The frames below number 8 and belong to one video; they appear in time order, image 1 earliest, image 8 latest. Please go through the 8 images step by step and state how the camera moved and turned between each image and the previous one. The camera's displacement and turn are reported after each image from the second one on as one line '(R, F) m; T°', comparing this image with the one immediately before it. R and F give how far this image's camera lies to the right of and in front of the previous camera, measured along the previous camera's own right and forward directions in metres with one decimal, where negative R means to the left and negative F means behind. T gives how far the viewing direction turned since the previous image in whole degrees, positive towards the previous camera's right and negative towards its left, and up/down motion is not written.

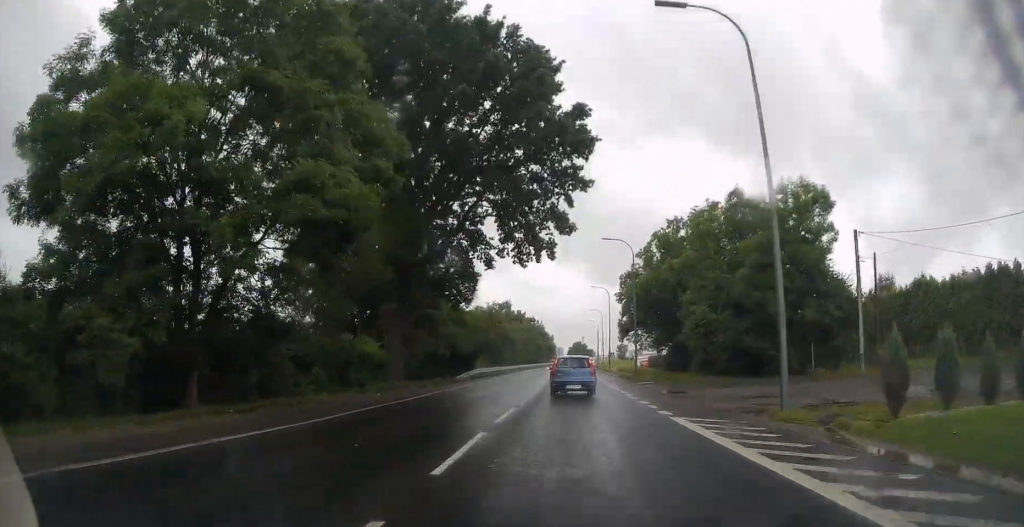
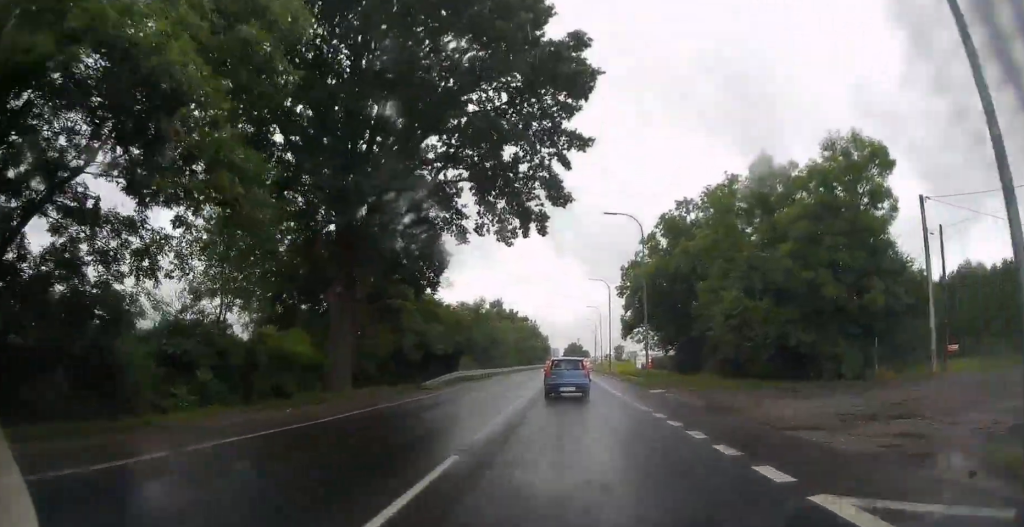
(0.0, +8.4) m; 0°
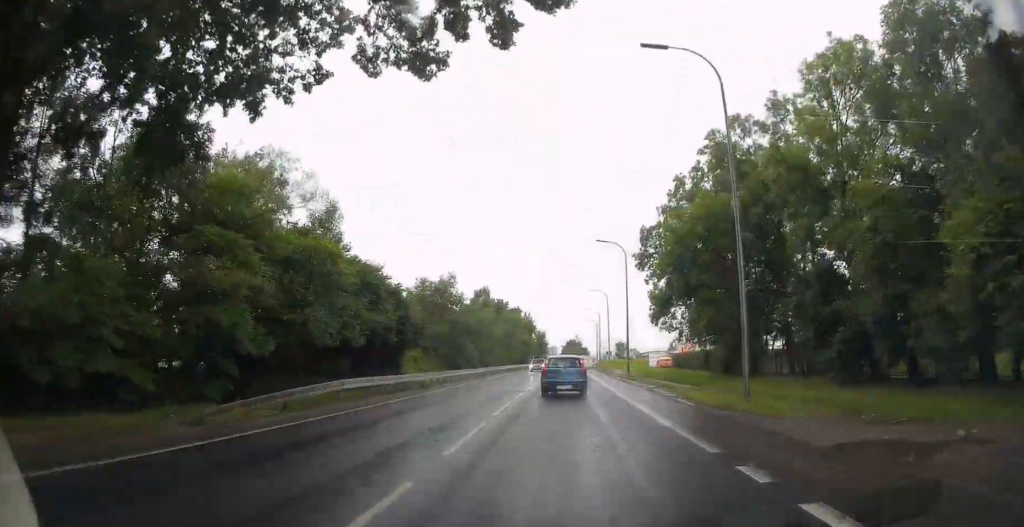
(+0.2, +20.4) m; +2°
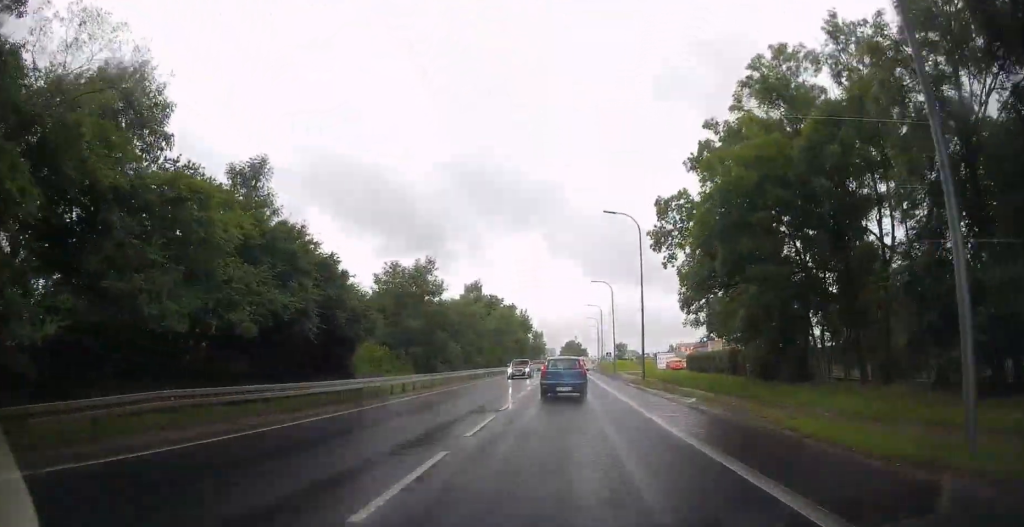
(+0.2, +9.7) m; +1°
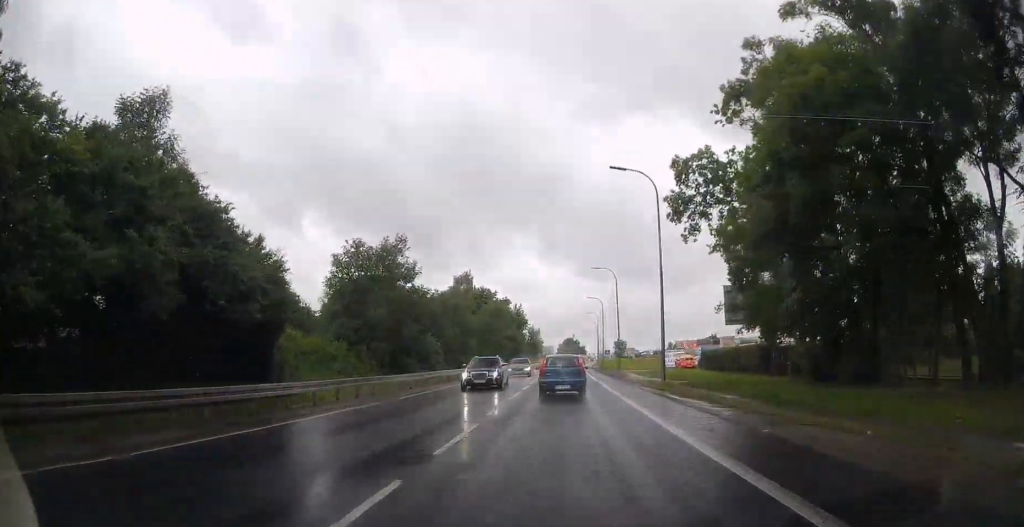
(0.0, +8.3) m; -1°
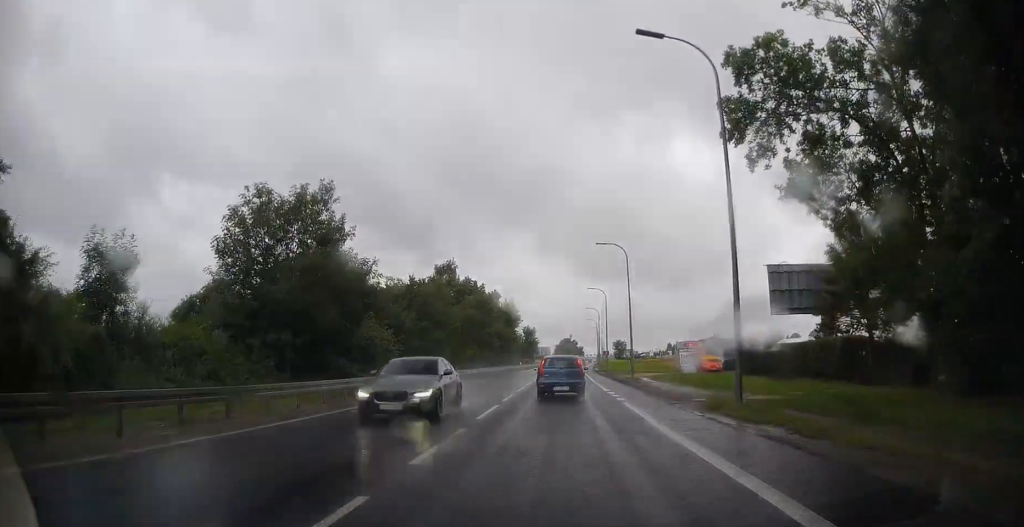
(-0.1, +12.8) m; -1°
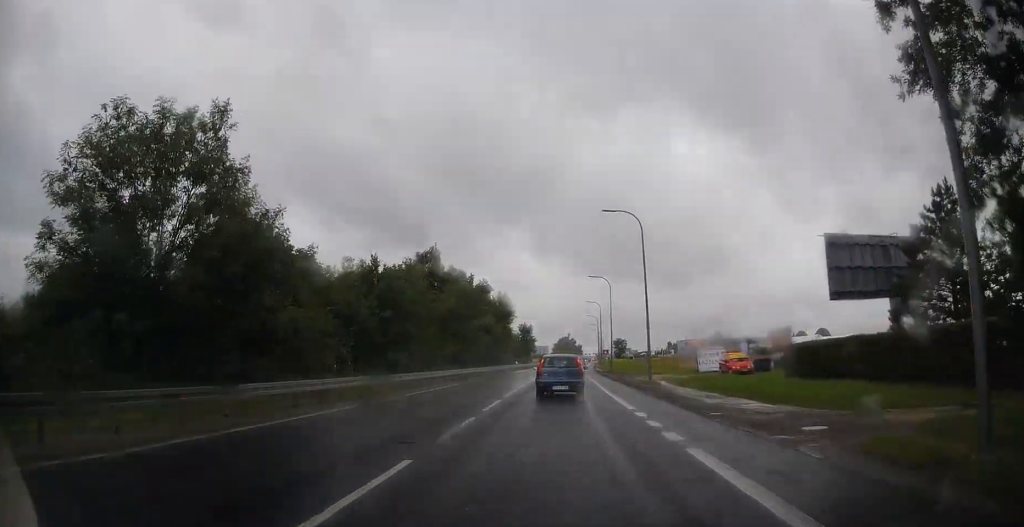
(-0.3, +9.9) m; 0°
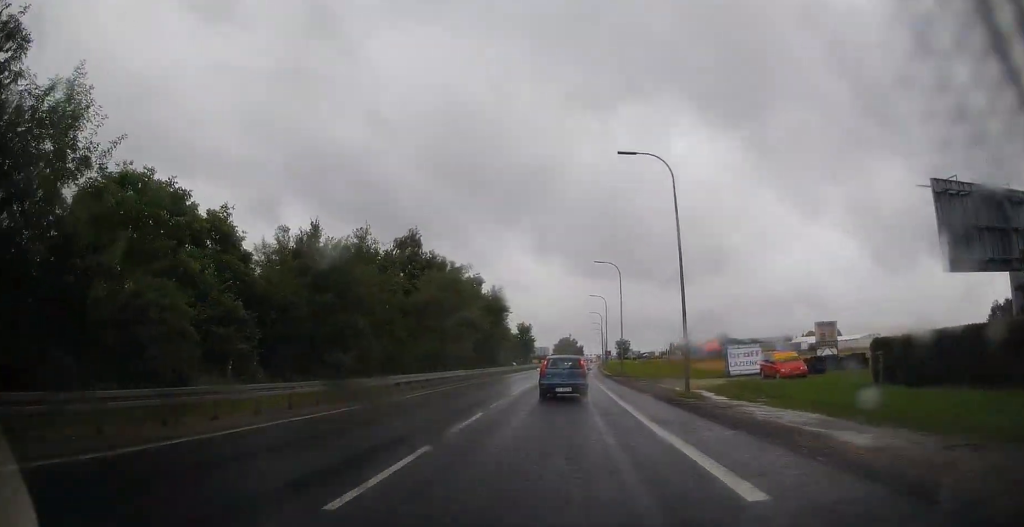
(+0.3, +10.4) m; +1°
